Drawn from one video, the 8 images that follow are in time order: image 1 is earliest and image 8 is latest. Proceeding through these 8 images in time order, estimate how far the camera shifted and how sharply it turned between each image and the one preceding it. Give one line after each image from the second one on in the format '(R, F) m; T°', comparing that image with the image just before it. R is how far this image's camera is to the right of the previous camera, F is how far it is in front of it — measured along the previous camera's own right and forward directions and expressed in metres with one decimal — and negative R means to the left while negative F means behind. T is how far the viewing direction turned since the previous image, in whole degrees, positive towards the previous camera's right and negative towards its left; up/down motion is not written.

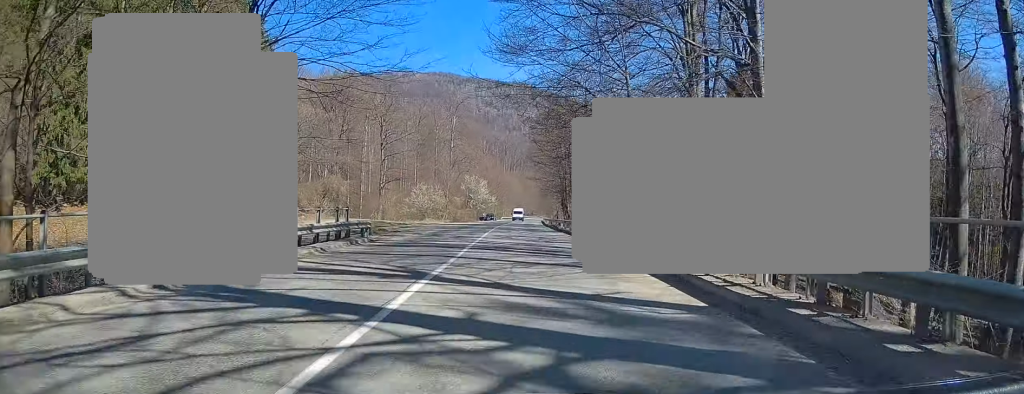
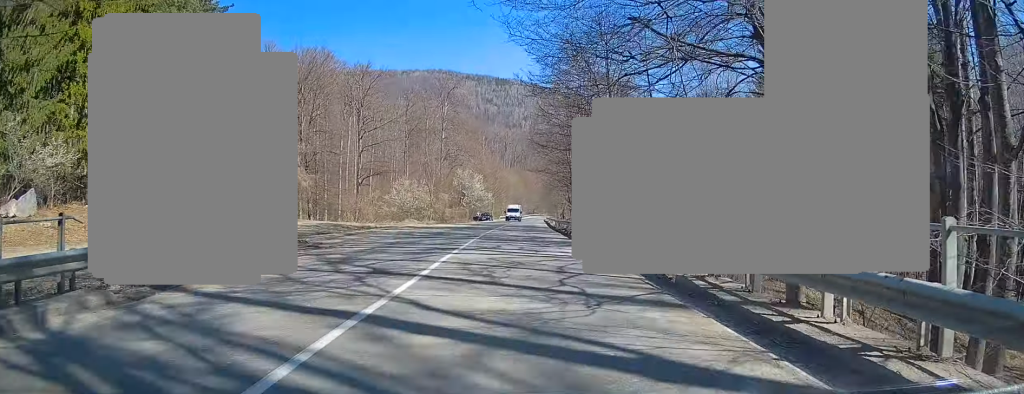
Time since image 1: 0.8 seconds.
(0.0, +14.7) m; 0°
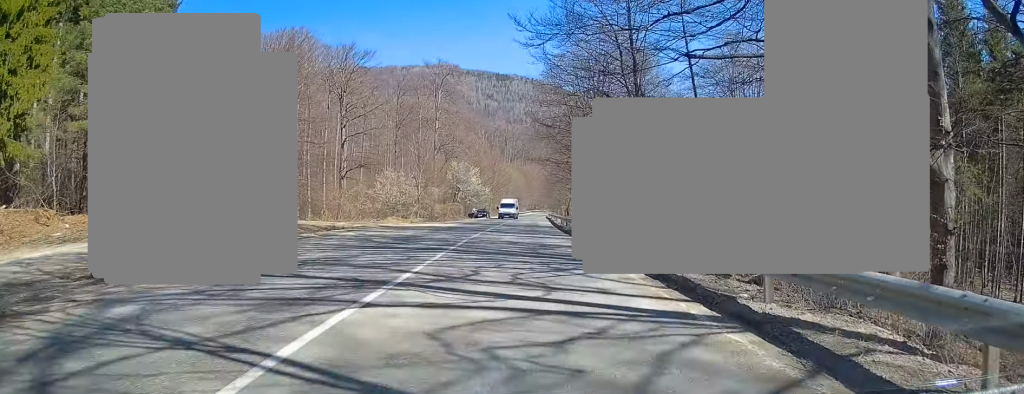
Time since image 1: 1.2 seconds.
(+0.1, +9.0) m; 0°
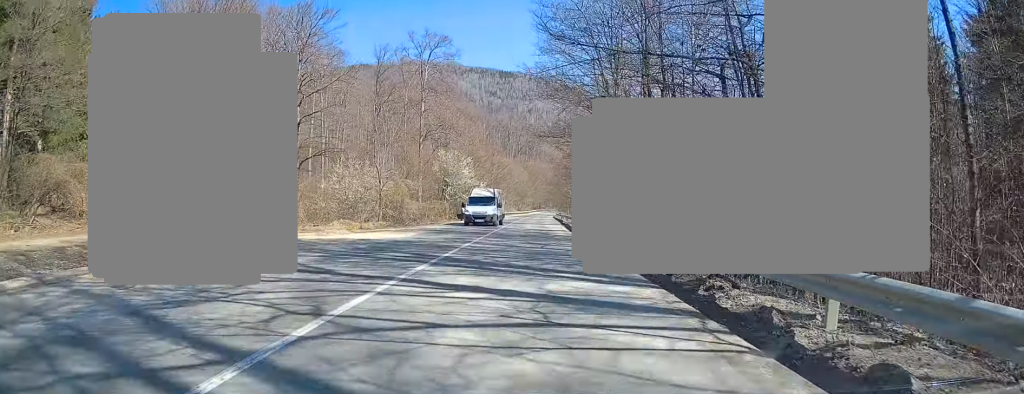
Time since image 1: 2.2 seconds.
(+0.1, +18.0) m; 0°
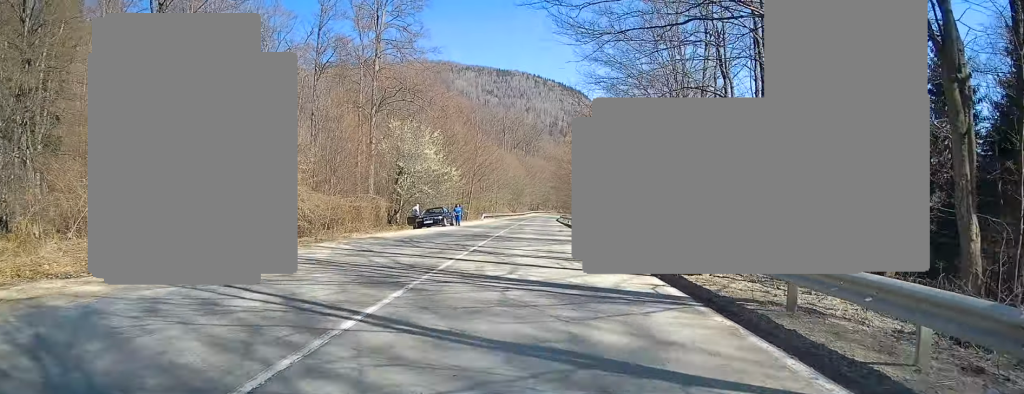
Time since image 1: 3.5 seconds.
(-0.2, +27.0) m; 0°
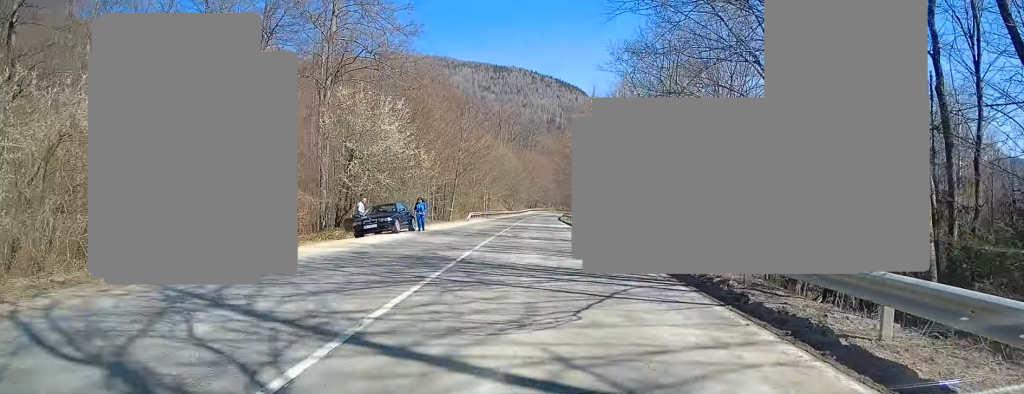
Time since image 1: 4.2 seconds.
(0.0, +13.8) m; 0°
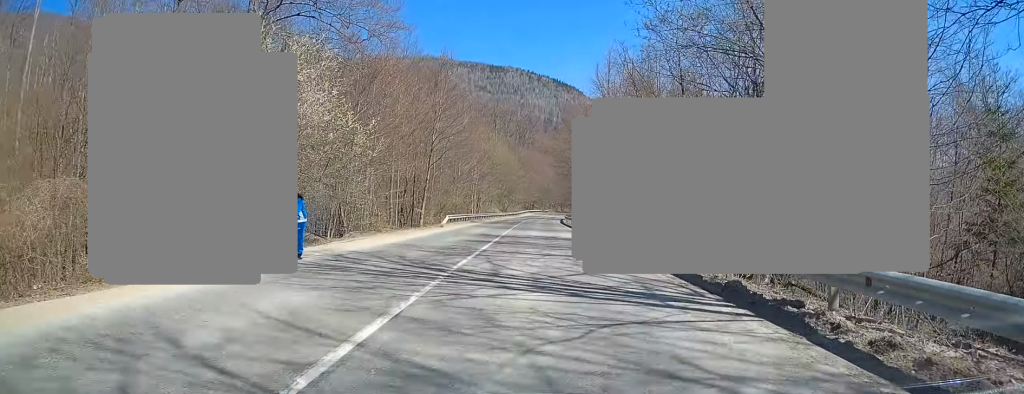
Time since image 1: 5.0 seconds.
(0.0, +14.5) m; 0°
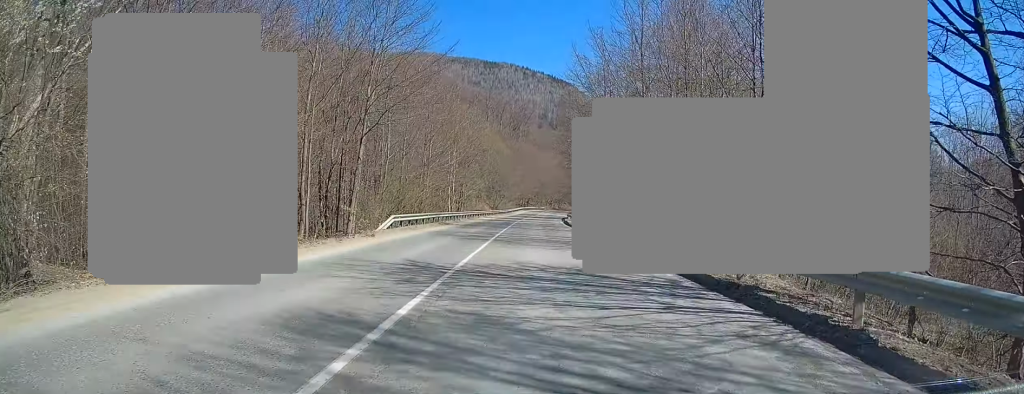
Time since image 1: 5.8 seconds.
(0.0, +16.7) m; 0°
